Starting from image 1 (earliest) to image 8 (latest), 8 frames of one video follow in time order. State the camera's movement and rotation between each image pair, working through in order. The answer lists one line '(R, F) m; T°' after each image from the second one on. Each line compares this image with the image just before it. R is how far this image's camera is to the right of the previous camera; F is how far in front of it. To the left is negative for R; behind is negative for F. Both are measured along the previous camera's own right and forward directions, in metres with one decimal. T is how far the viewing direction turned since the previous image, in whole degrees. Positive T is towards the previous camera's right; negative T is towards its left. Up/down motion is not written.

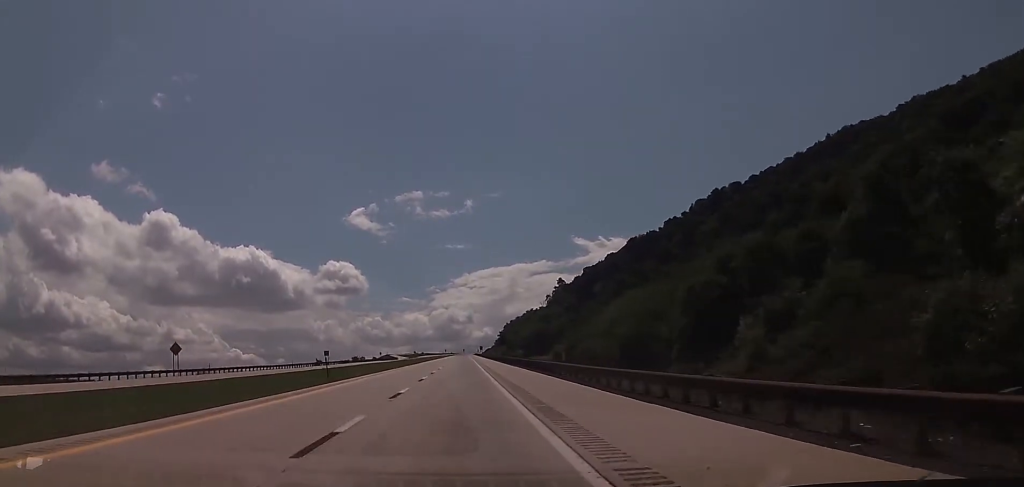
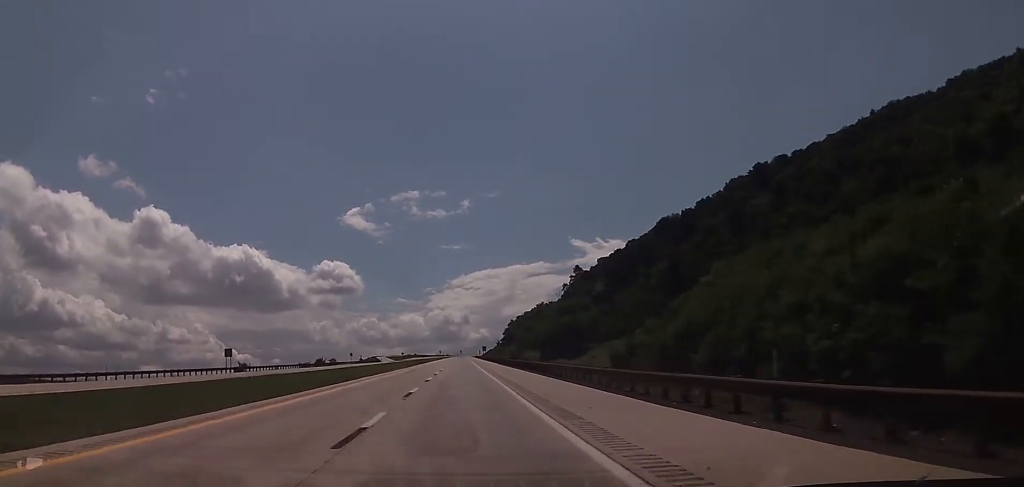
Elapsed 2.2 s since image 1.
(-0.5, +72.0) m; 0°
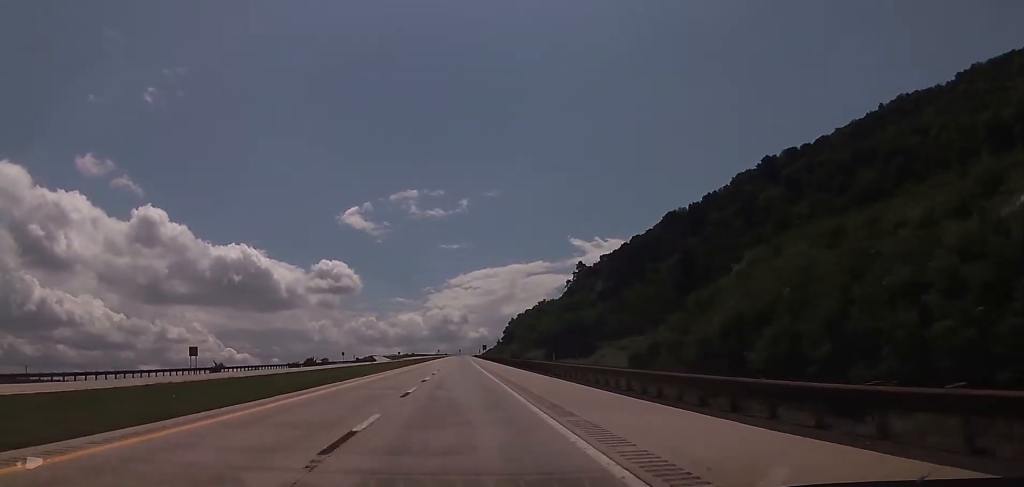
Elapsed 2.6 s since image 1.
(0.0, +13.3) m; 0°
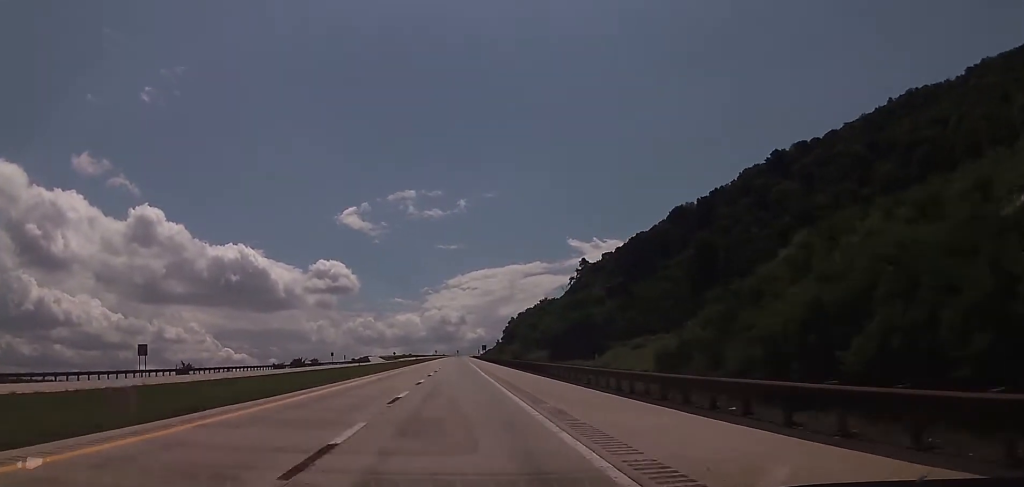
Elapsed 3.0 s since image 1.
(+0.2, +14.5) m; 0°
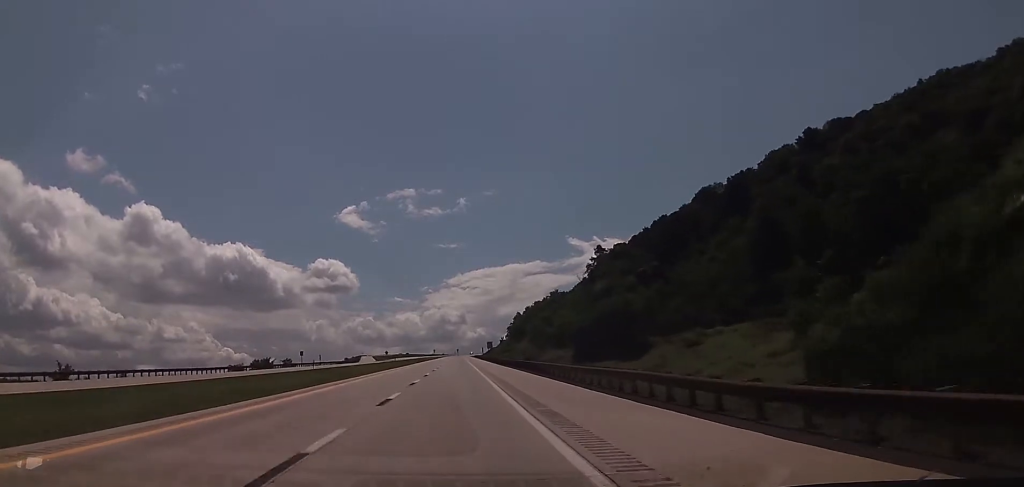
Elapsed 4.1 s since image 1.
(+0.2, +37.7) m; 0°
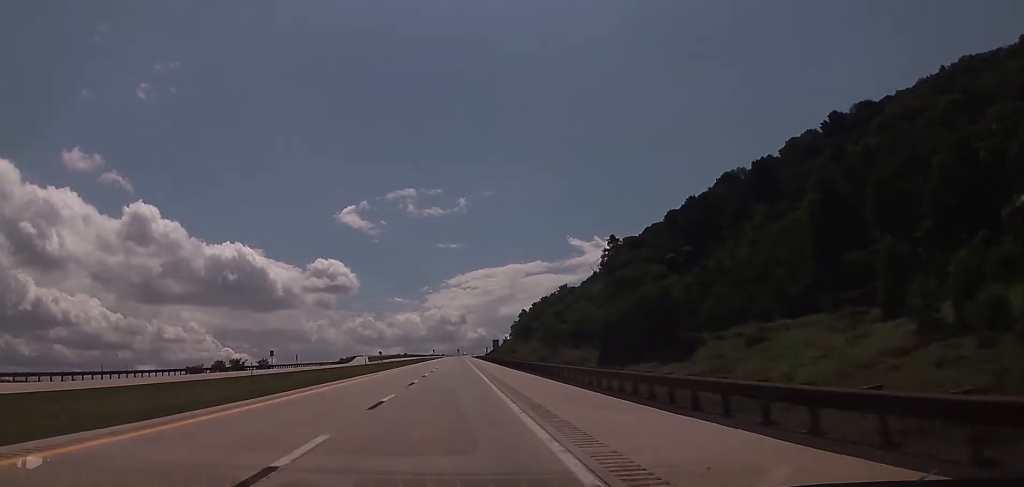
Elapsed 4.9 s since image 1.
(-0.2, +25.4) m; -1°
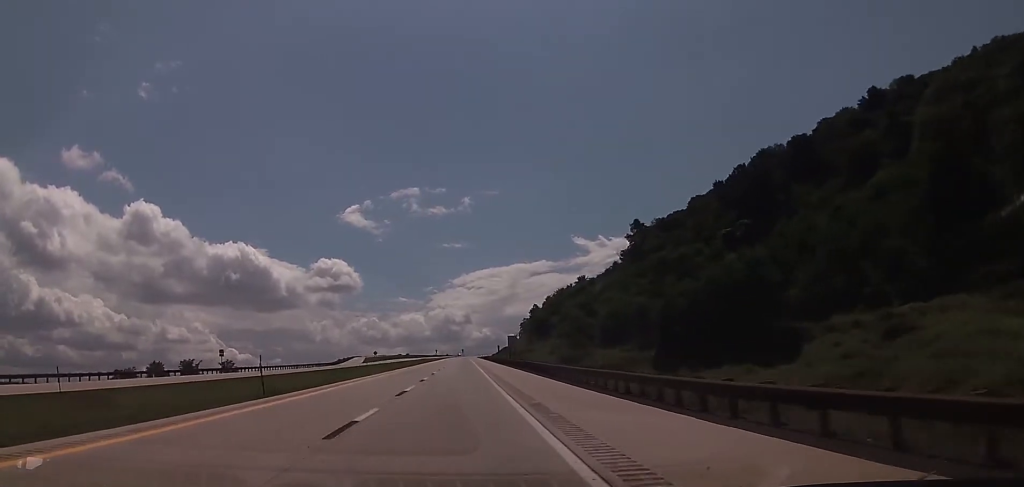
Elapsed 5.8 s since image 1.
(-0.2, +30.8) m; 0°
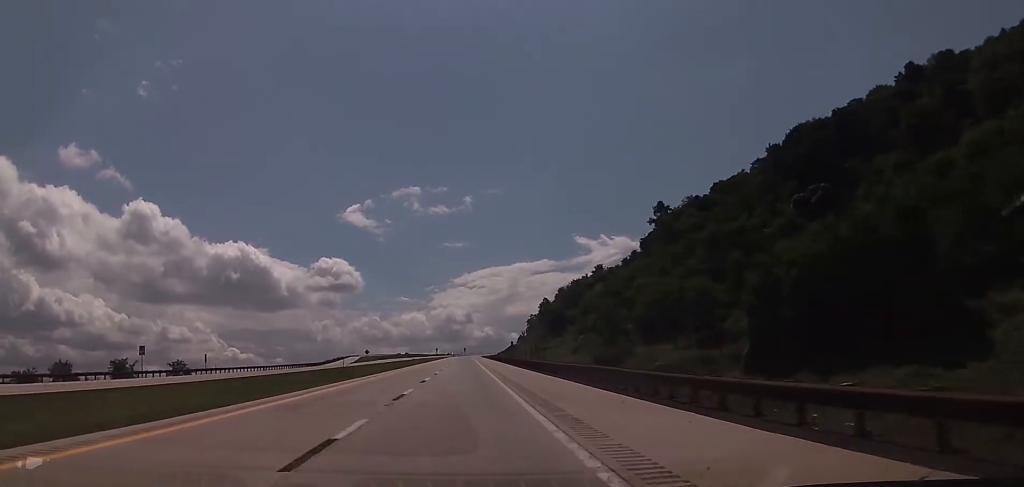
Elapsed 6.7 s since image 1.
(+0.1, +27.5) m; 0°
